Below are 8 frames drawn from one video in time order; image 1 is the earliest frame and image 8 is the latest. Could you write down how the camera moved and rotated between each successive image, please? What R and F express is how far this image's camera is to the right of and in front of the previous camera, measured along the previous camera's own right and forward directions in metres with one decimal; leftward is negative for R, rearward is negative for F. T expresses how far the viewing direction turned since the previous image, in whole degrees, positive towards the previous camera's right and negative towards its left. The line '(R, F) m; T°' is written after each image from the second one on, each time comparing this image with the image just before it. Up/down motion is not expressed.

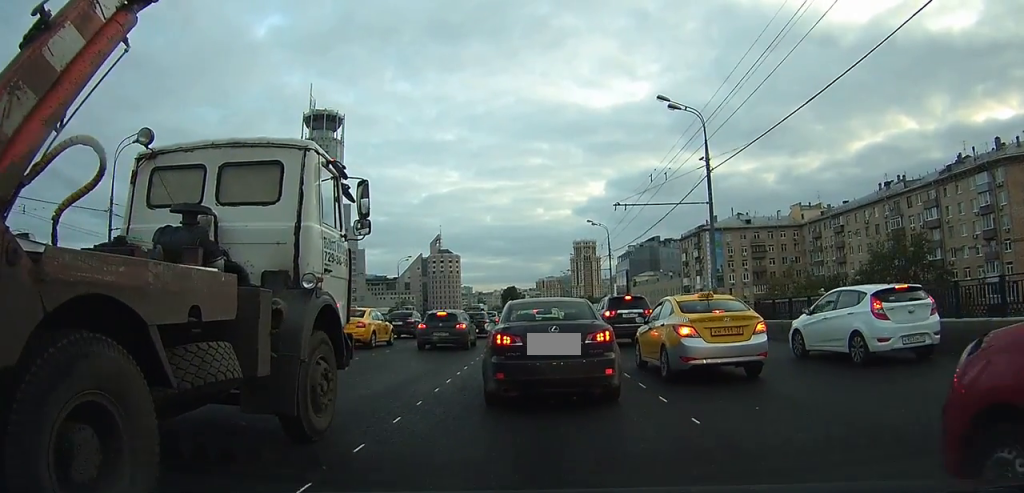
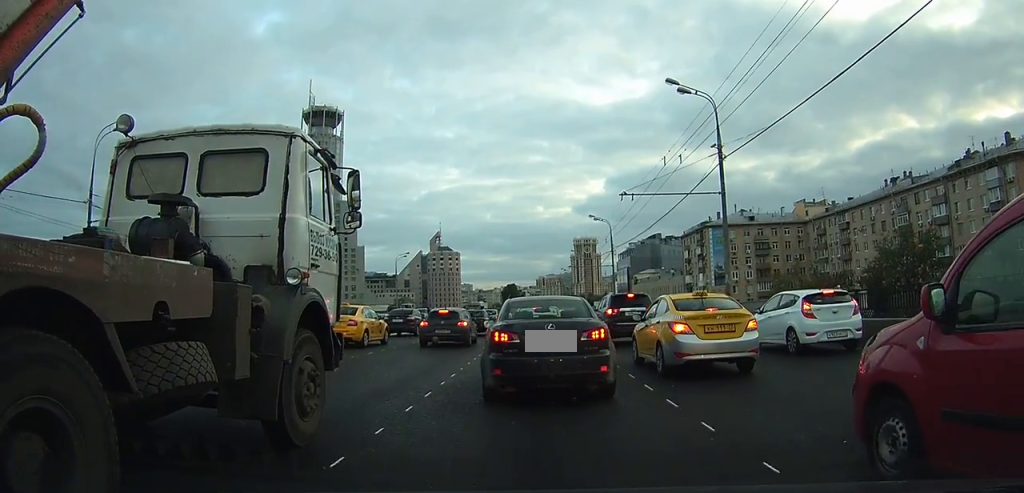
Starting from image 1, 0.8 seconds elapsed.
(0.0, +2.1) m; -1°
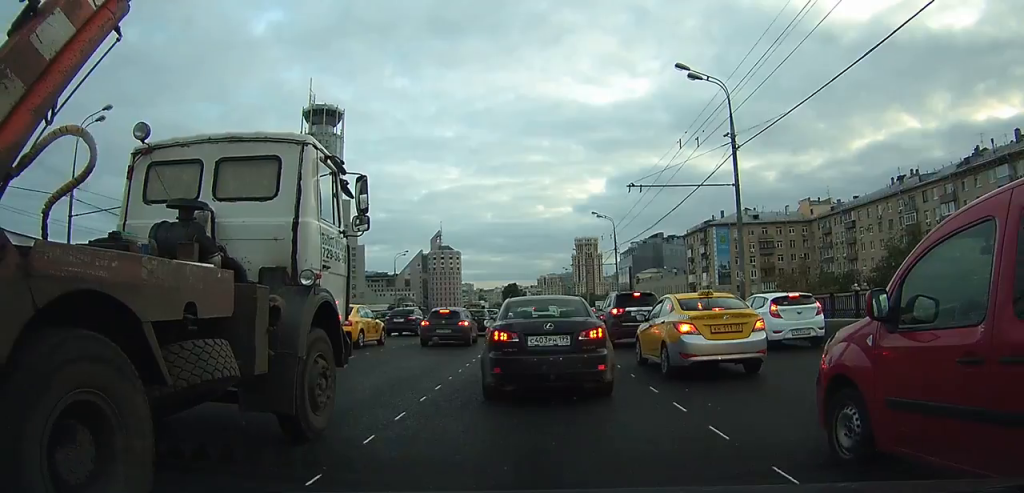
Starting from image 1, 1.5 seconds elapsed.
(0.0, +2.0) m; 0°
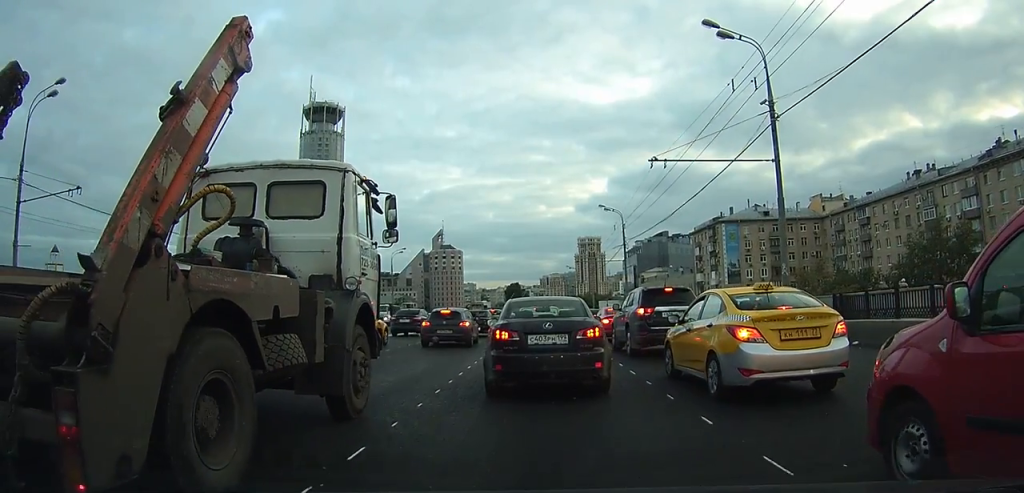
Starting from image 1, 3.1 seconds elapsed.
(+0.1, +4.9) m; +1°
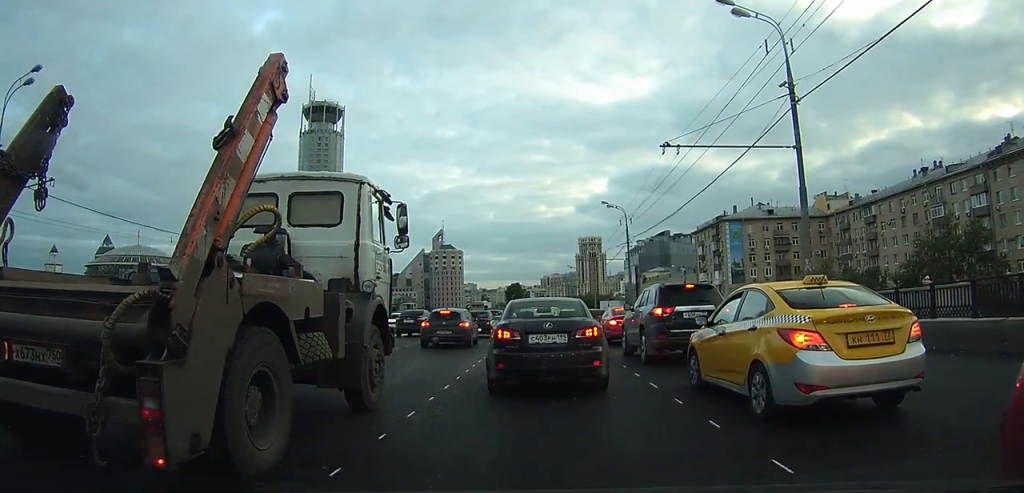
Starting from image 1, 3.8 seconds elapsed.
(0.0, +2.2) m; -1°
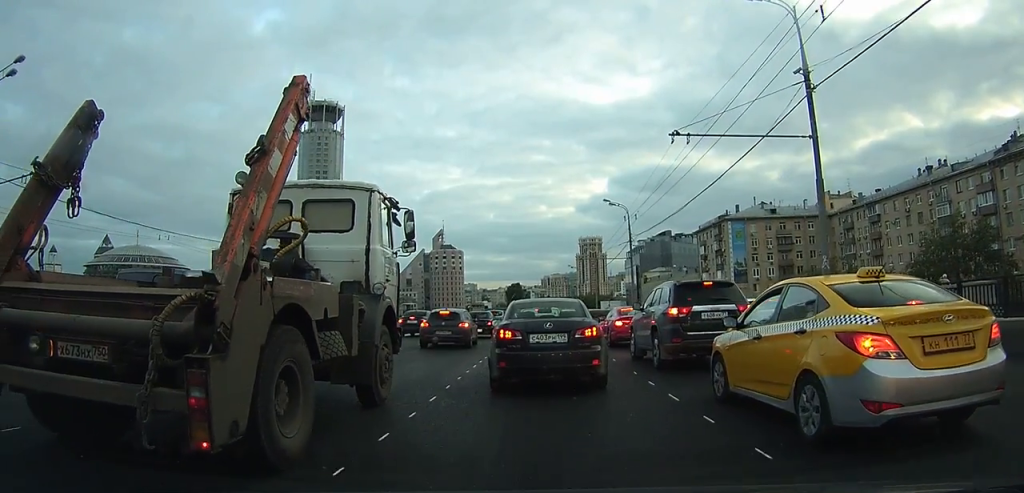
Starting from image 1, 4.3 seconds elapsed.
(0.0, +1.5) m; 0°
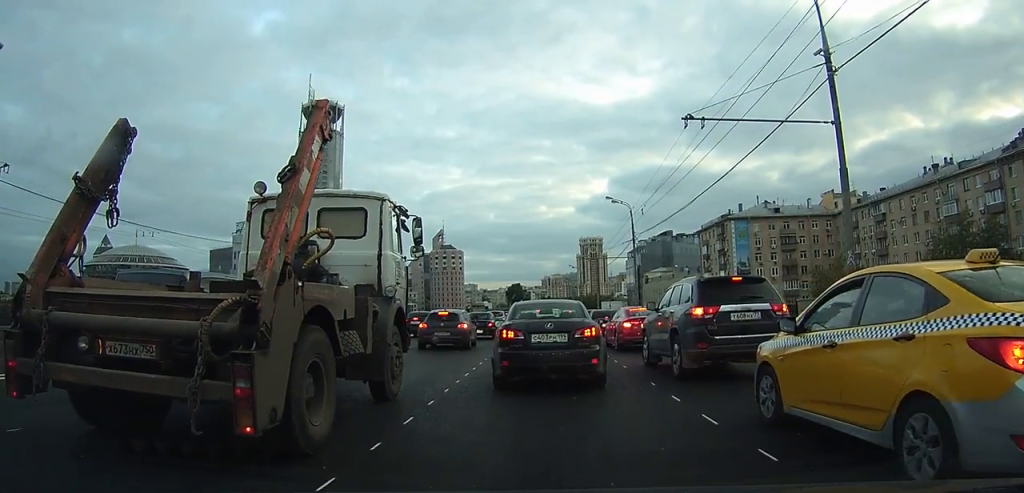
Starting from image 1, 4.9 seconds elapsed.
(0.0, +1.8) m; 0°
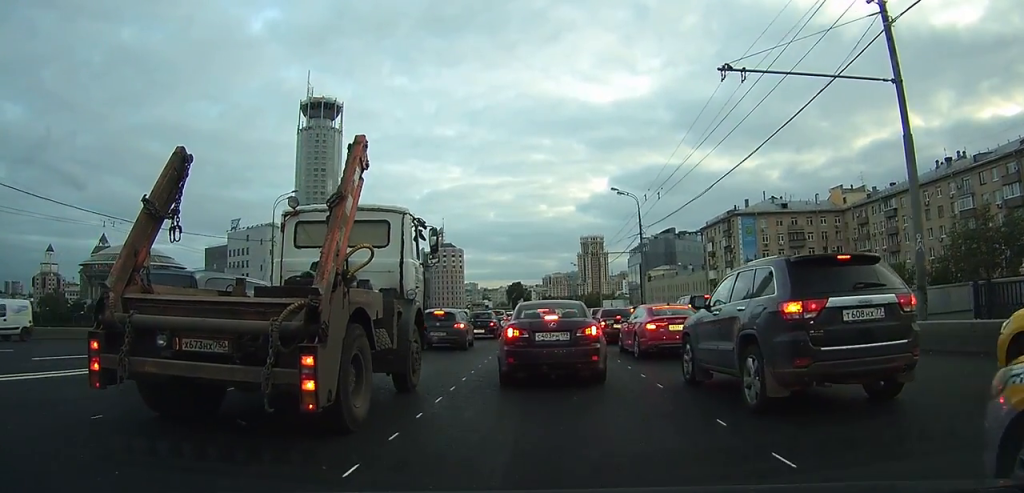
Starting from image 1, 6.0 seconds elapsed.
(0.0, +3.8) m; 0°
